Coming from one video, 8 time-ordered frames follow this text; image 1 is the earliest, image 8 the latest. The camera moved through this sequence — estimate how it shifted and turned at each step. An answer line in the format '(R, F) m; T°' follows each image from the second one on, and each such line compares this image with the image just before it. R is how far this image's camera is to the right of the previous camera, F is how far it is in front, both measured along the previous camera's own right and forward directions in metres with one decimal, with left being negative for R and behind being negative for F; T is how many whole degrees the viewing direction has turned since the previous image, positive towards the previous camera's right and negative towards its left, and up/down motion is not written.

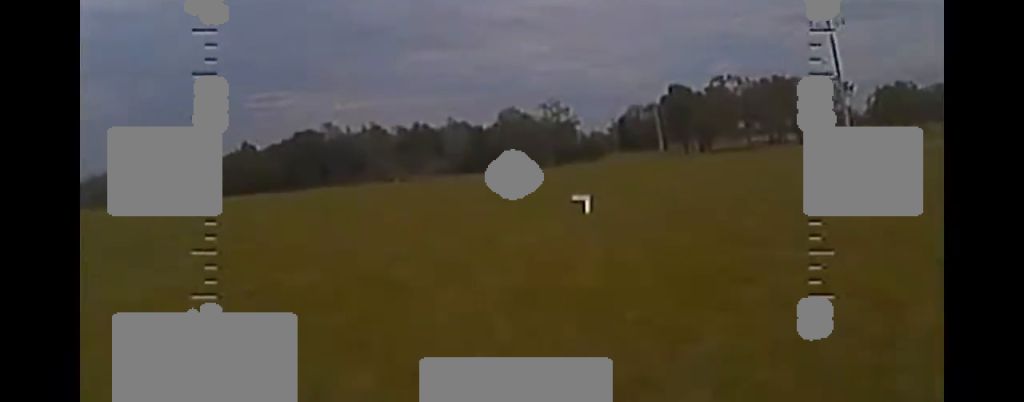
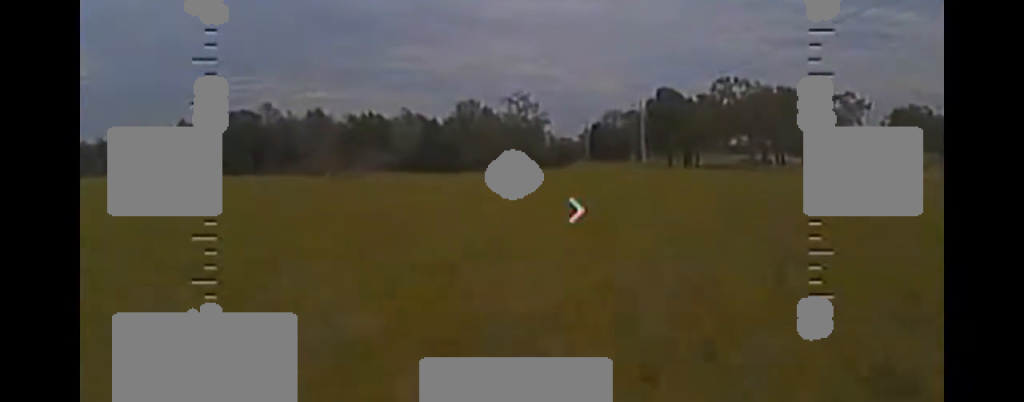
(+0.2, +16.9) m; 0°
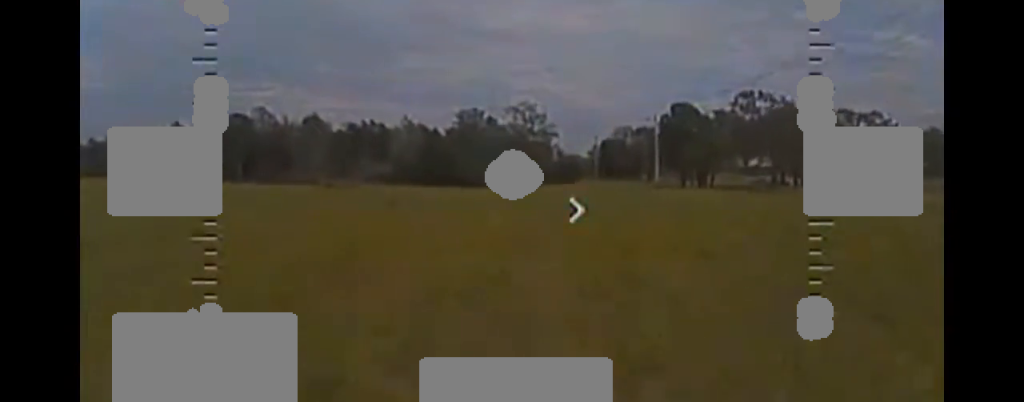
(-0.1, +6.1) m; -1°
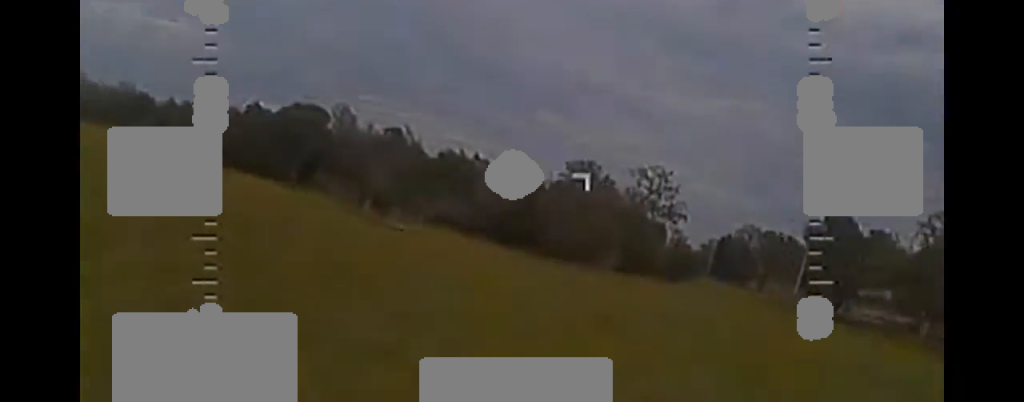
(-0.7, +20.2) m; -14°
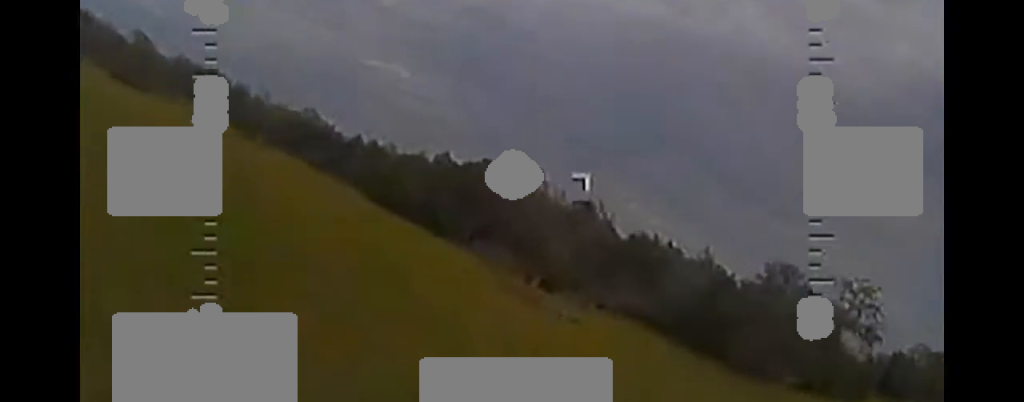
(-1.5, +7.6) m; -10°
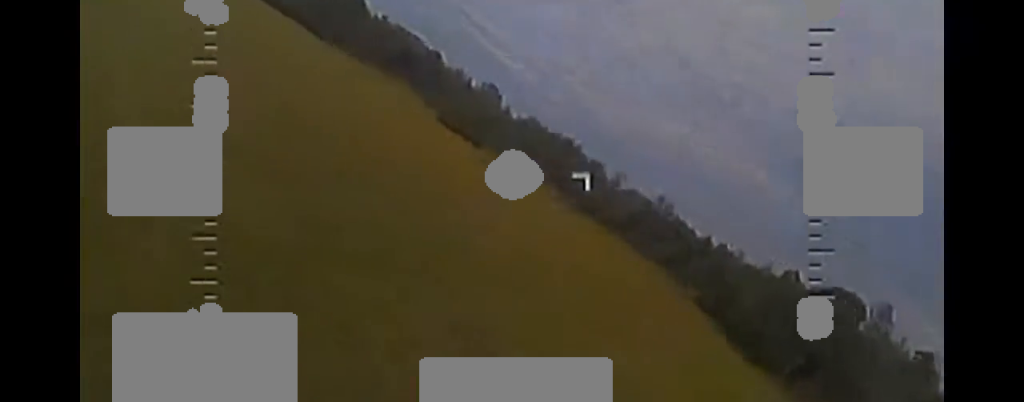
(-1.9, +13.5) m; -21°
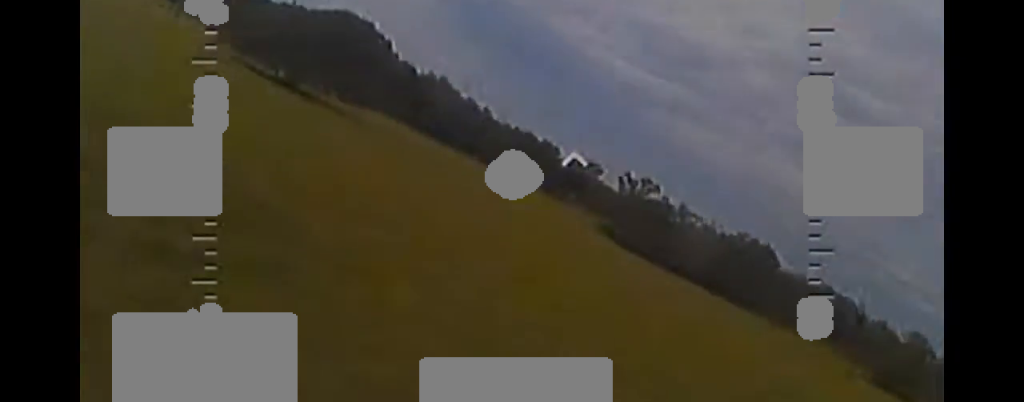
(-5.6, +15.9) m; -58°
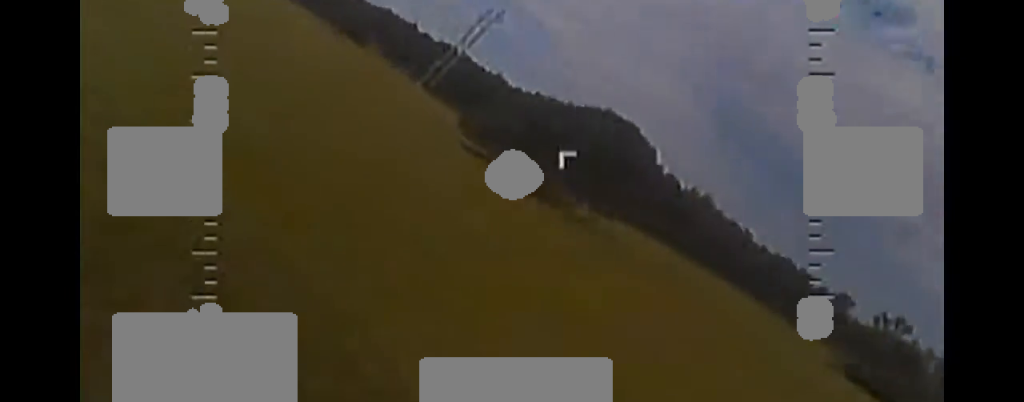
(-4.3, +9.9) m; -28°
